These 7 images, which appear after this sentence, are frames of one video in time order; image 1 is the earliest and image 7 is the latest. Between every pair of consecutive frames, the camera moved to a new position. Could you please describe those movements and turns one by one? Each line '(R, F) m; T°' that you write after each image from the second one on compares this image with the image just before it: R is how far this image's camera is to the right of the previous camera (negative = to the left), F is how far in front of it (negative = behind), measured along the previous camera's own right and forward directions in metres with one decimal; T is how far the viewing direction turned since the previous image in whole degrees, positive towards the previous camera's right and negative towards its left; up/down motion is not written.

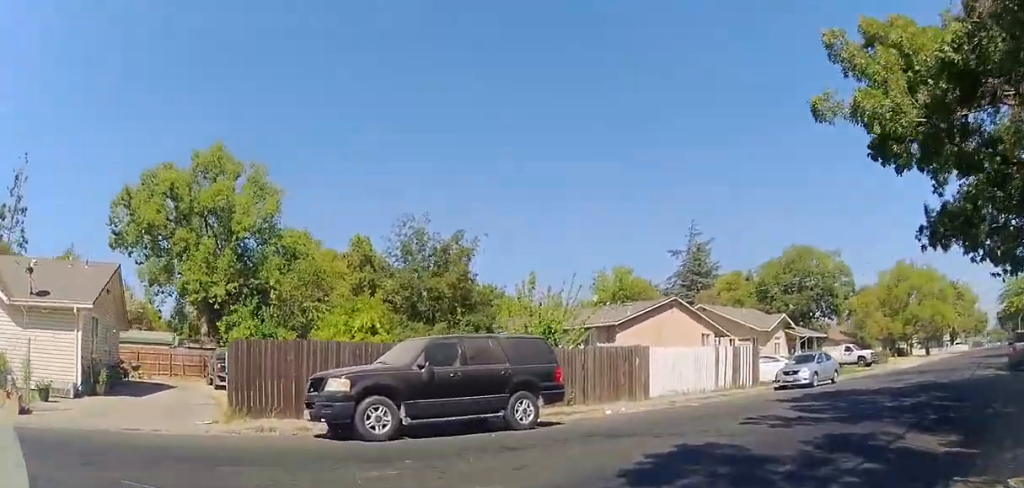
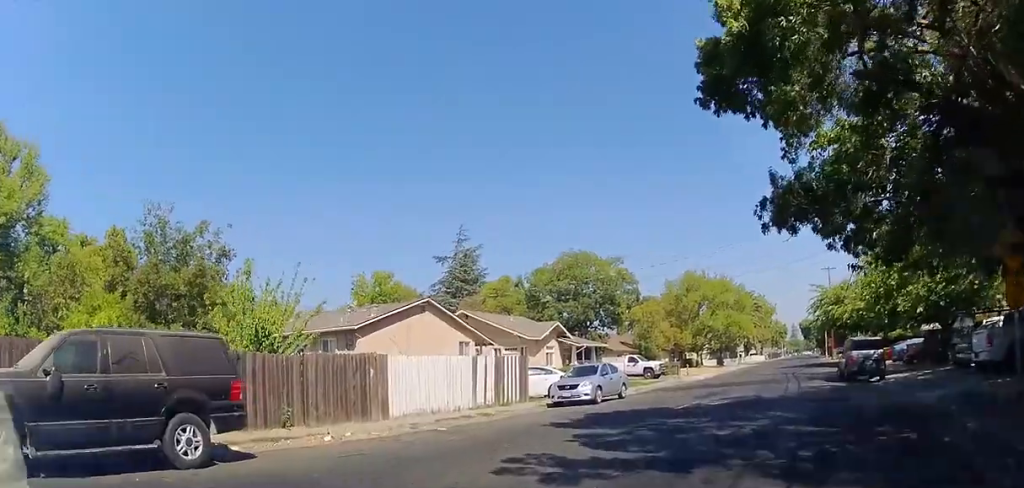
(+0.3, +2.8) m; +6°
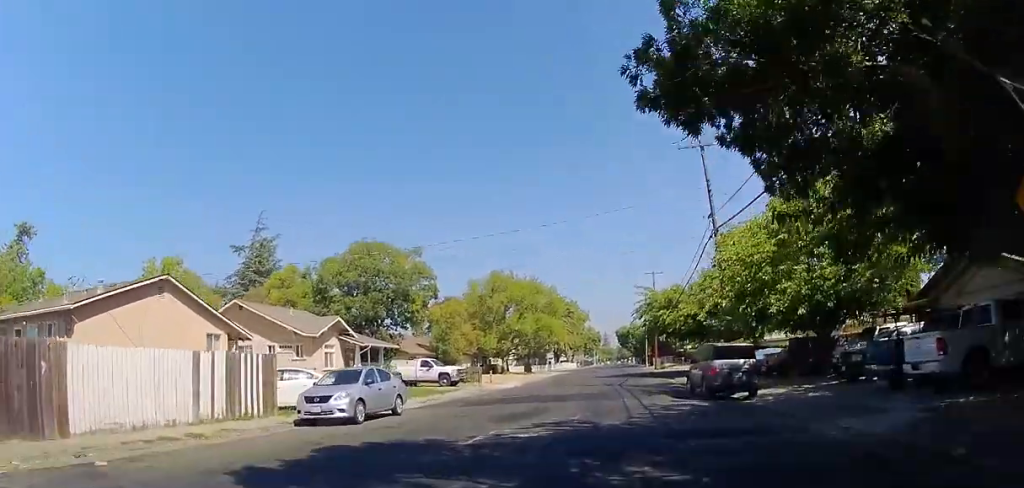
(0.0, +3.5) m; 0°
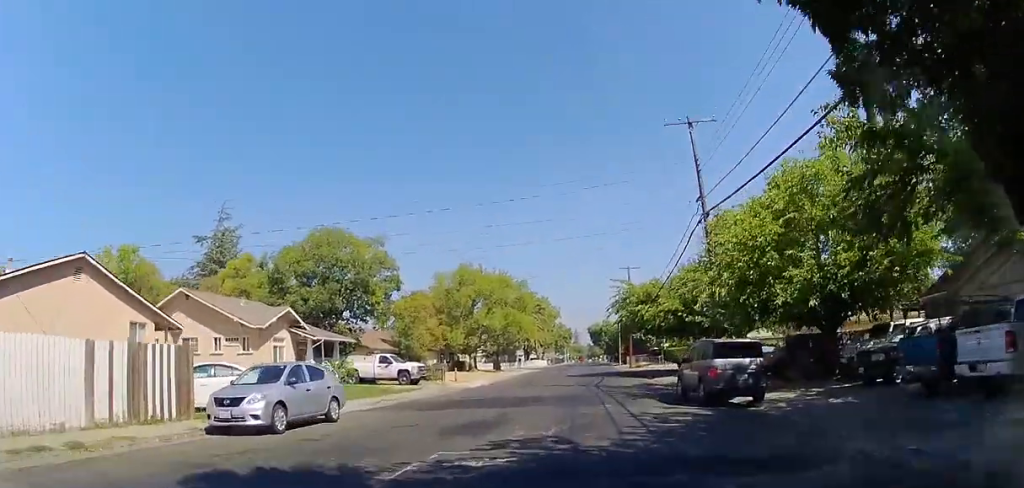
(0.0, +2.0) m; +1°
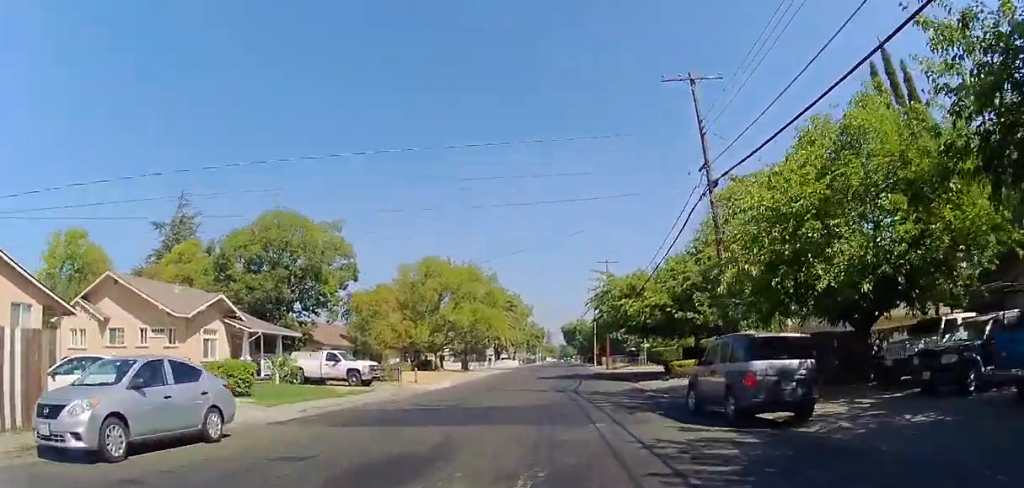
(0.0, +2.7) m; +1°
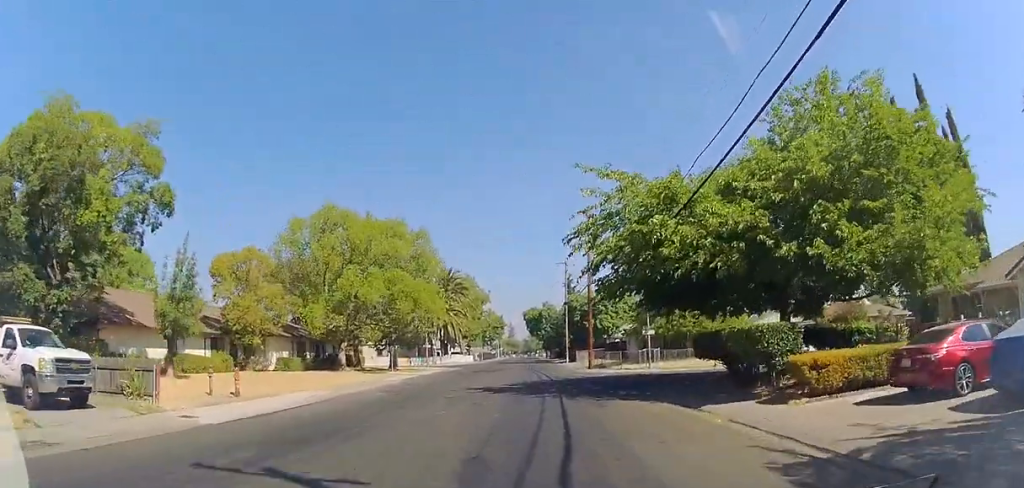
(+2.8, +15.3) m; +18°
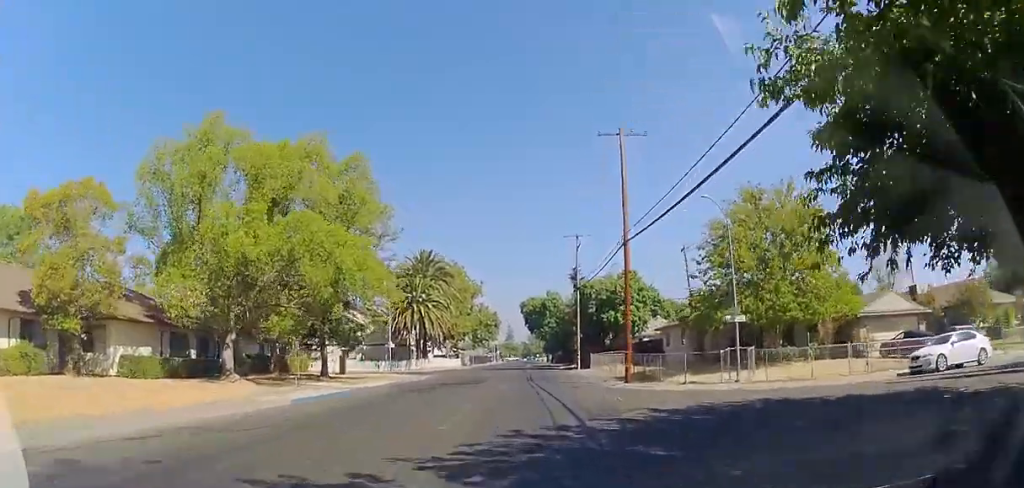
(+0.2, +16.3) m; -1°
